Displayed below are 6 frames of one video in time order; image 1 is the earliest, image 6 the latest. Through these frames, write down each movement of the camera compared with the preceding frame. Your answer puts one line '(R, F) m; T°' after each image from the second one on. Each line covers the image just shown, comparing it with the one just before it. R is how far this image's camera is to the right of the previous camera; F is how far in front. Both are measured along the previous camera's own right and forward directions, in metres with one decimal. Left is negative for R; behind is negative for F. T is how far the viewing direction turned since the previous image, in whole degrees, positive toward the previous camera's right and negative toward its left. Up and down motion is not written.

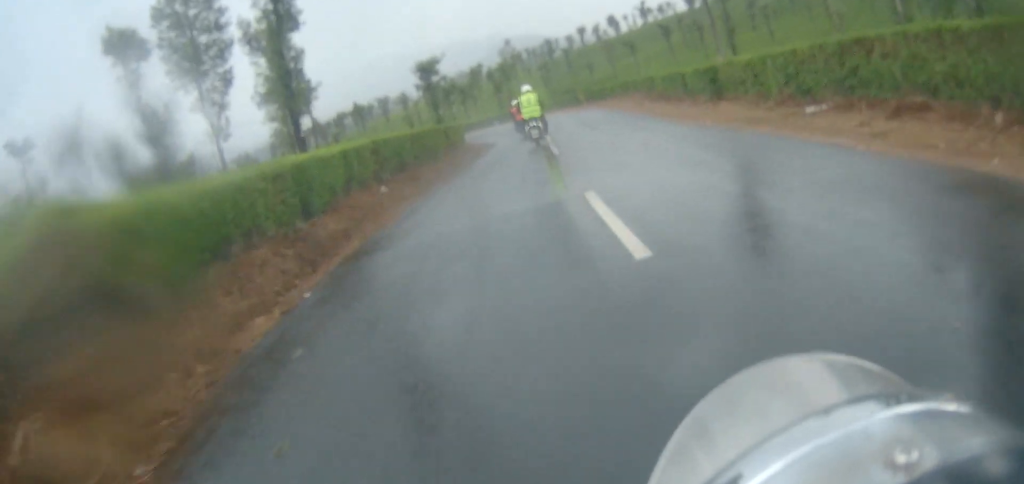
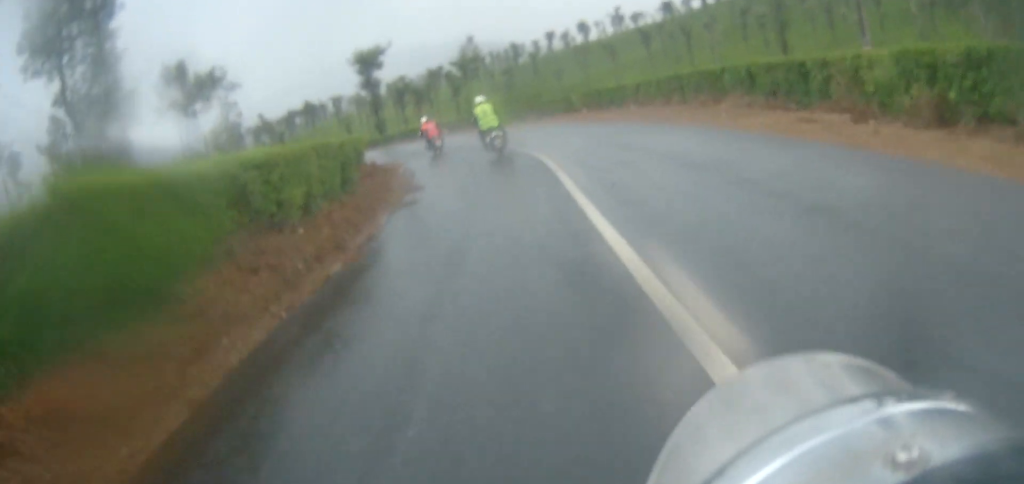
(+0.3, +17.8) m; -1°
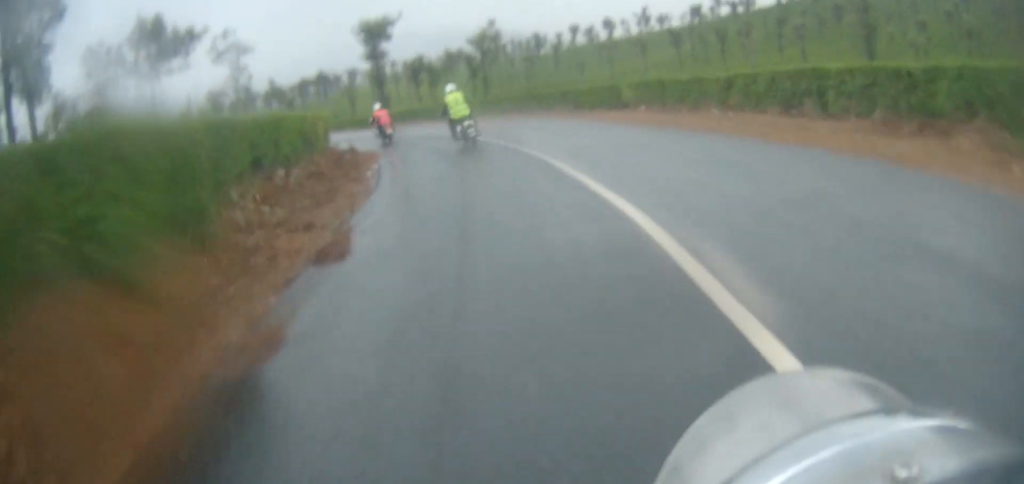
(-0.2, +8.3) m; -5°
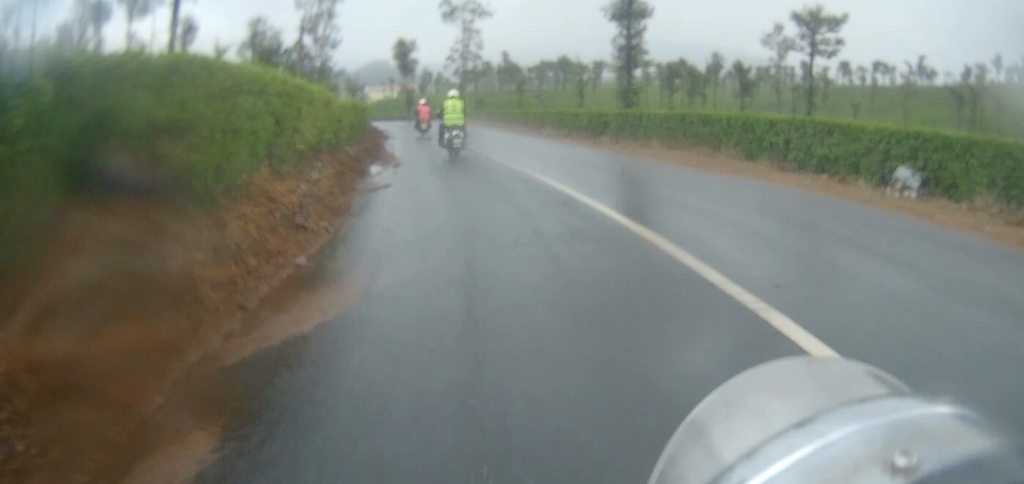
(-4.5, +27.1) m; -13°
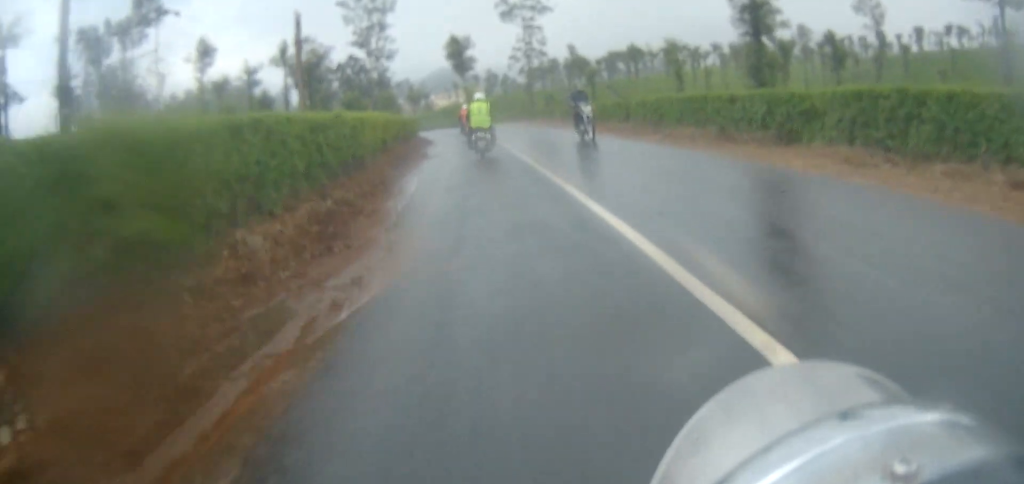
(0.0, +10.9) m; -4°
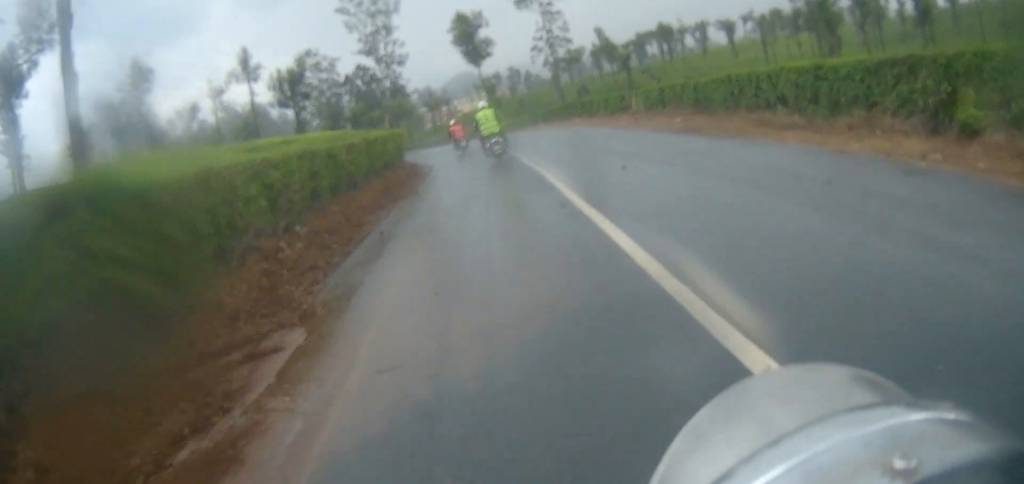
(-1.6, +17.8) m; -8°
